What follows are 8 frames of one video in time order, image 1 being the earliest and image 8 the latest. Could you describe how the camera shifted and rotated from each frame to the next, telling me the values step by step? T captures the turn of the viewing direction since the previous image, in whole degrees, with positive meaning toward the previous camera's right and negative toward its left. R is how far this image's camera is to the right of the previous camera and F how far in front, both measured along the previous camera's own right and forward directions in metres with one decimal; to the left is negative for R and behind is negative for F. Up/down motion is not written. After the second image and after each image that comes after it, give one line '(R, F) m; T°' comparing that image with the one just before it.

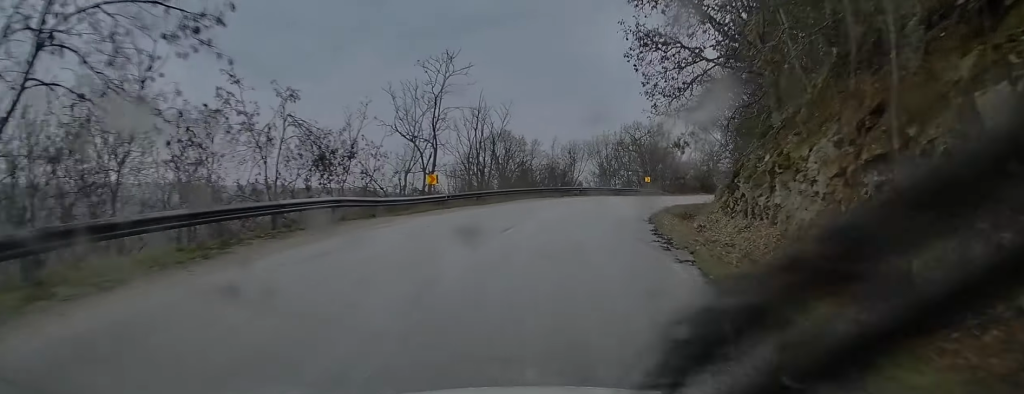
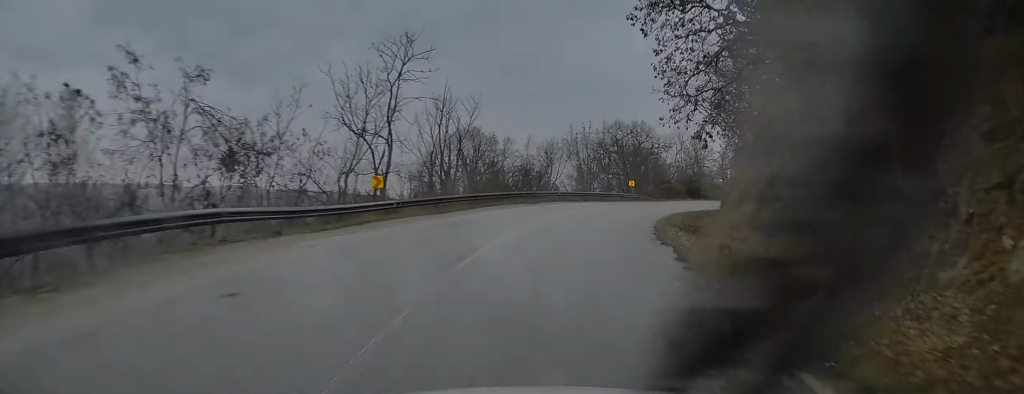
(+0.2, +6.2) m; +4°
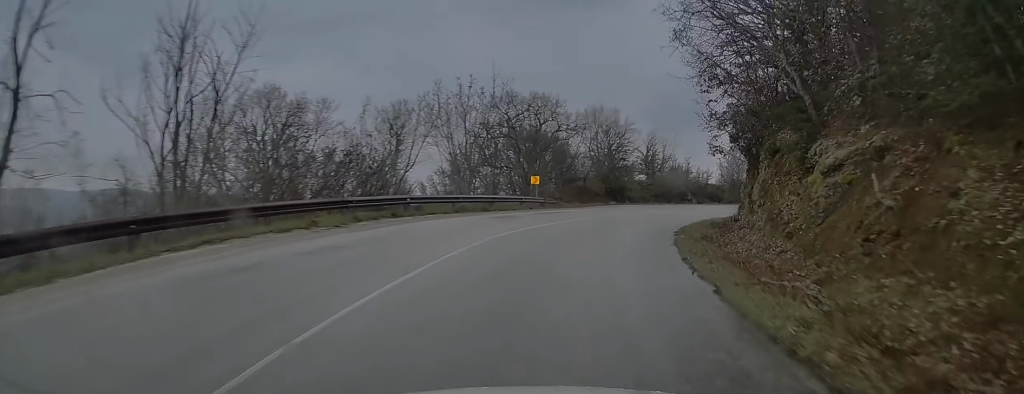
(+1.8, +20.3) m; +8°
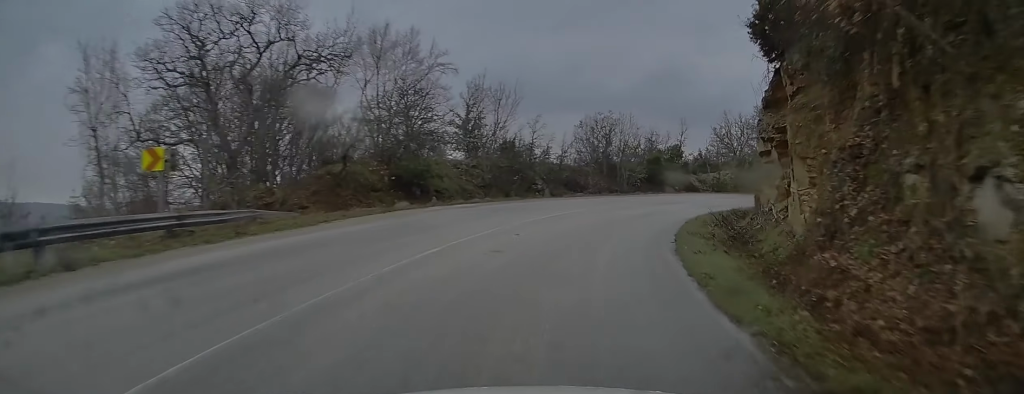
(+1.5, +21.9) m; +14°
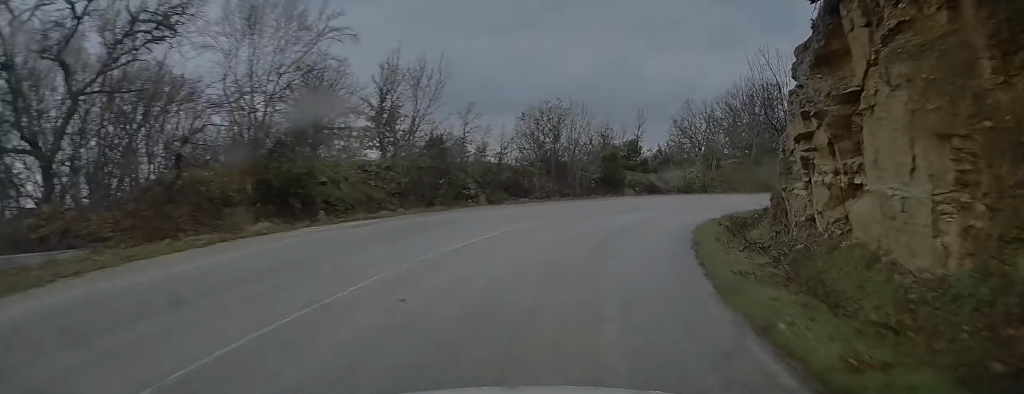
(+0.5, +6.7) m; +8°
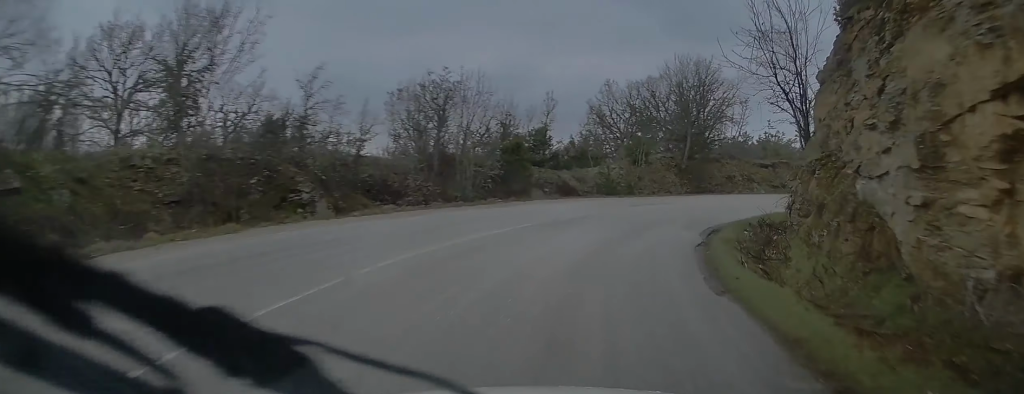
(+1.0, +8.5) m; +8°
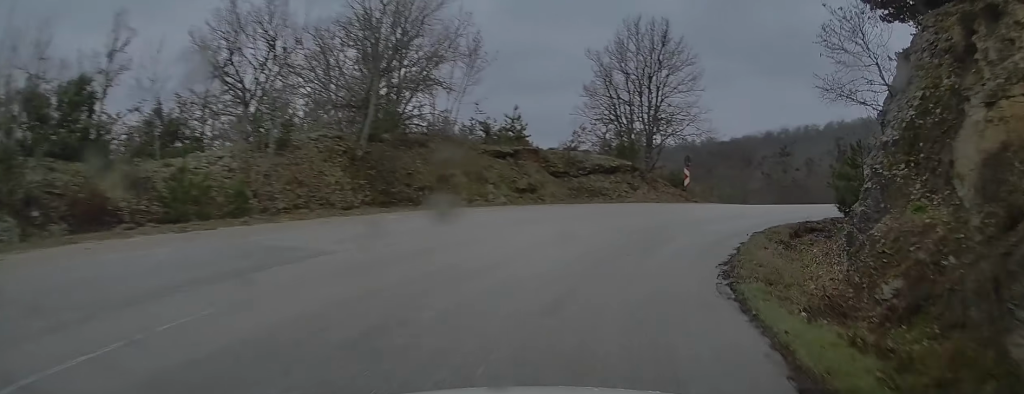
(+2.5, +18.0) m; +22°
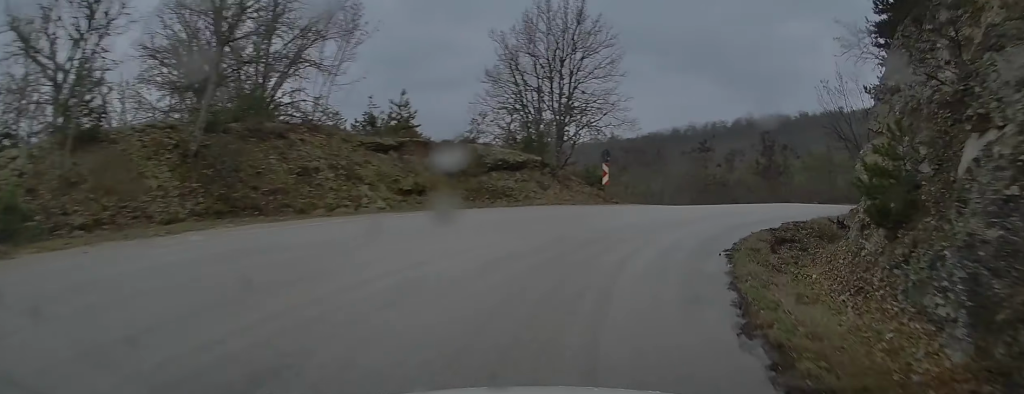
(+0.6, +5.0) m; +10°
